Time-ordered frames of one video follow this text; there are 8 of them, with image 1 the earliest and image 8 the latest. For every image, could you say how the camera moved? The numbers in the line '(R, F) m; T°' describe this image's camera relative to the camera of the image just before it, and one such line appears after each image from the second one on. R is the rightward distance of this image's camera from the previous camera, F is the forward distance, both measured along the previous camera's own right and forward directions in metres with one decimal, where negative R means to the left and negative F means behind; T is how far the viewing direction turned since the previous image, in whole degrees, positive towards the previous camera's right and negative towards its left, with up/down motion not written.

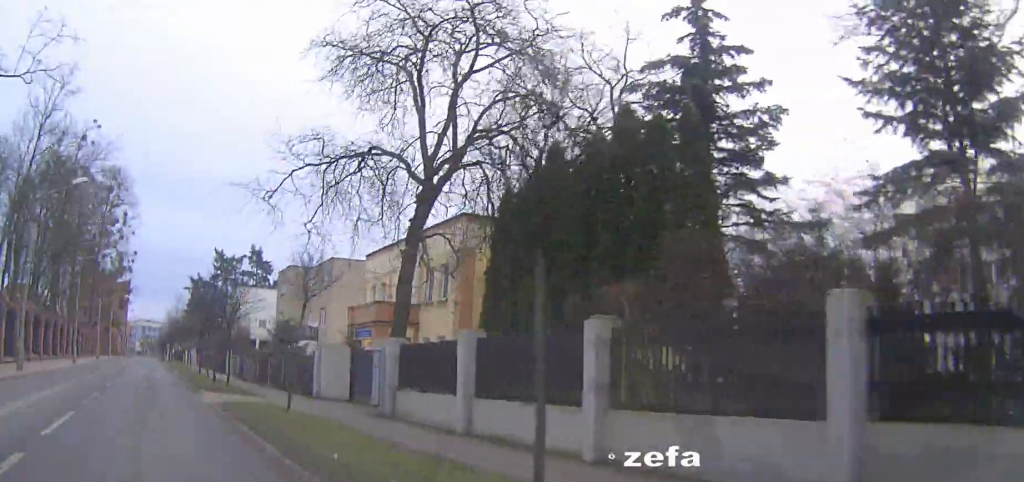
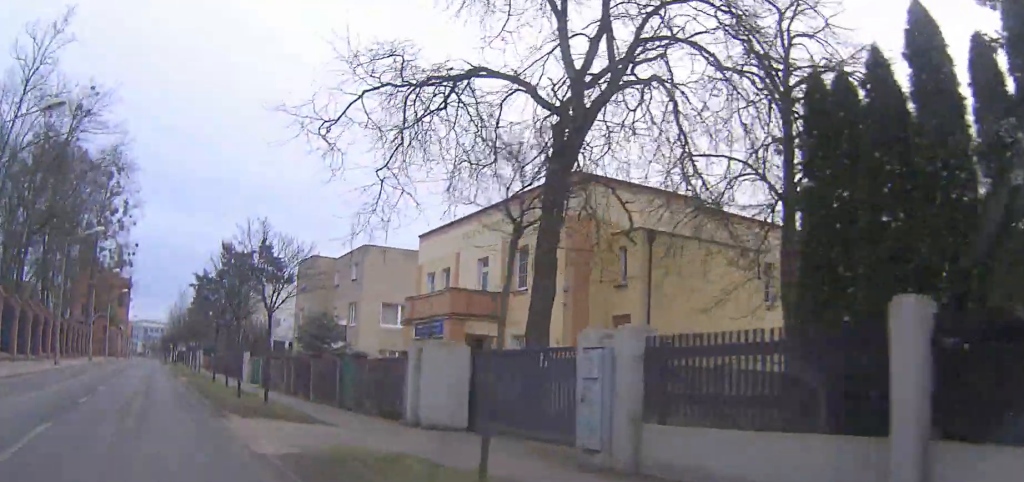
(0.0, +8.2) m; 0°
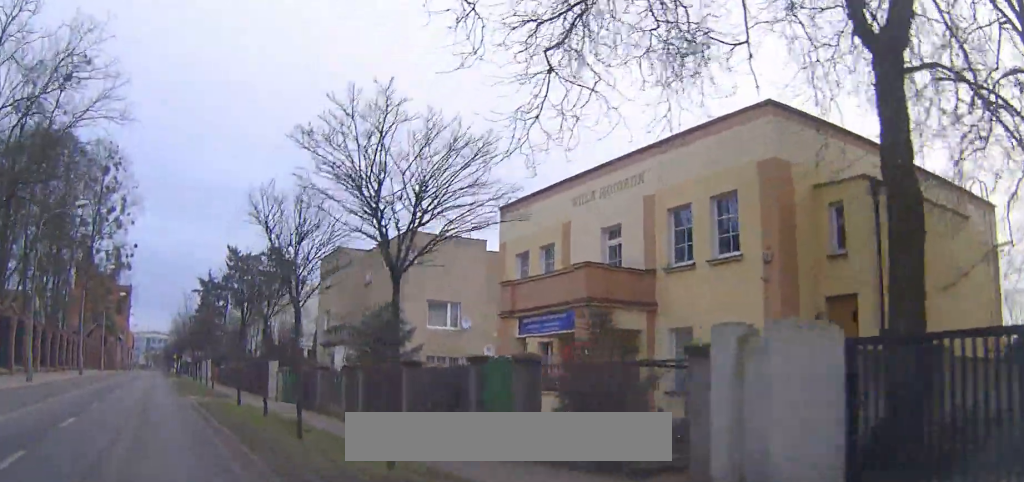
(+0.1, +8.5) m; 0°
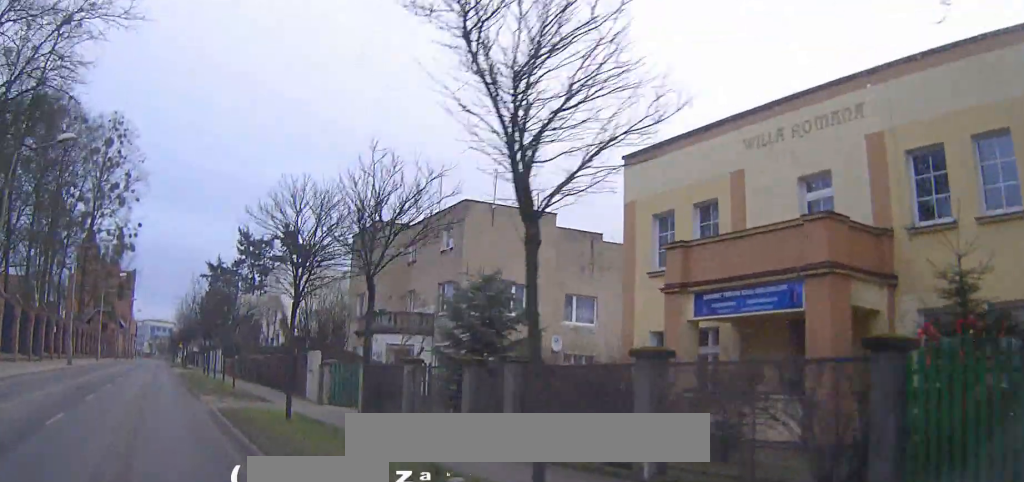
(-0.1, +7.4) m; -1°
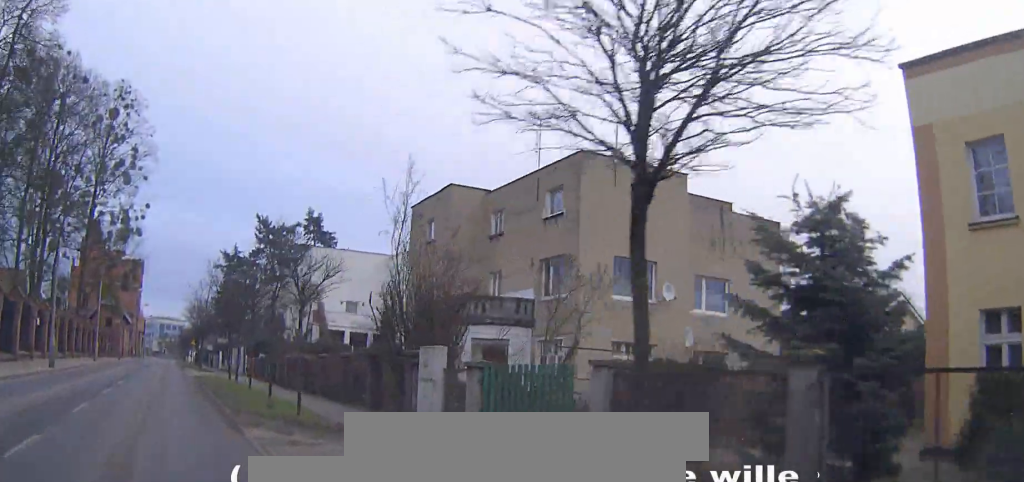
(-0.1, +9.7) m; -1°
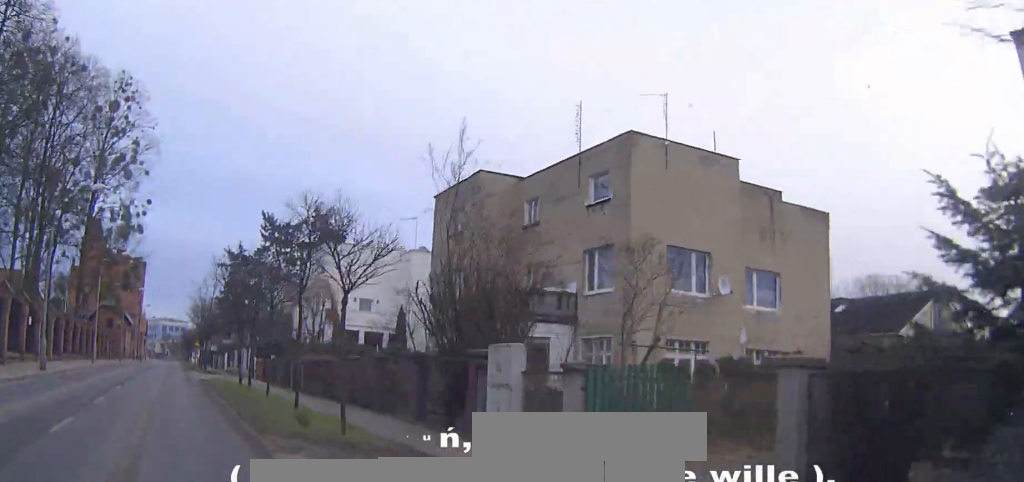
(0.0, +3.0) m; 0°
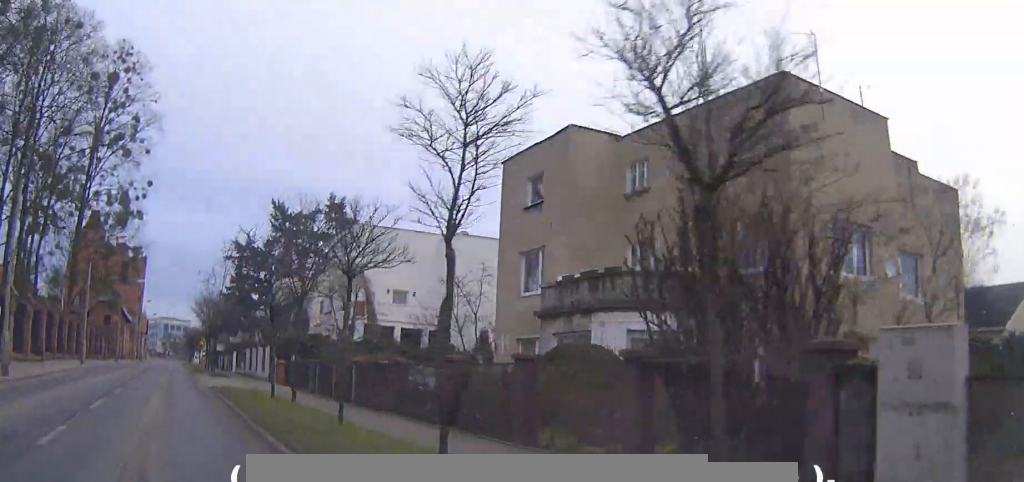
(0.0, +7.2) m; 0°
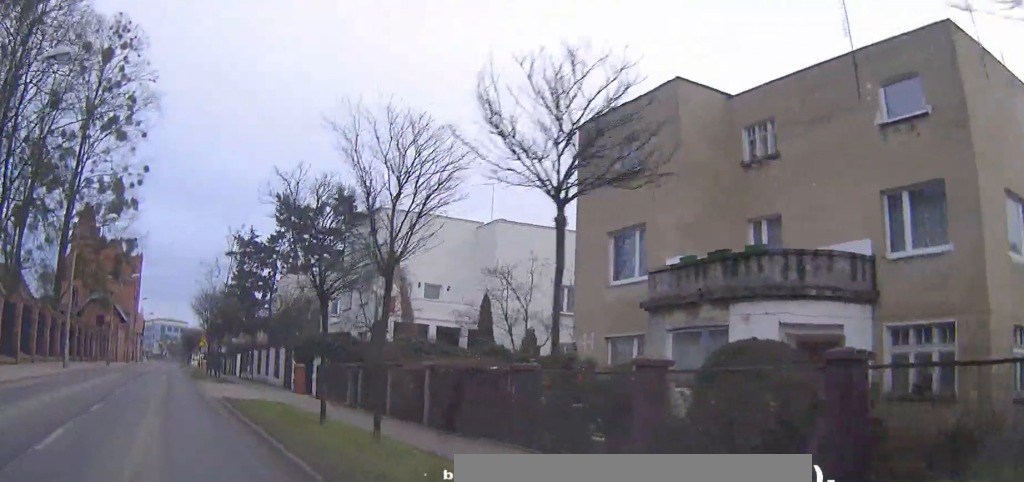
(0.0, +6.0) m; 0°
